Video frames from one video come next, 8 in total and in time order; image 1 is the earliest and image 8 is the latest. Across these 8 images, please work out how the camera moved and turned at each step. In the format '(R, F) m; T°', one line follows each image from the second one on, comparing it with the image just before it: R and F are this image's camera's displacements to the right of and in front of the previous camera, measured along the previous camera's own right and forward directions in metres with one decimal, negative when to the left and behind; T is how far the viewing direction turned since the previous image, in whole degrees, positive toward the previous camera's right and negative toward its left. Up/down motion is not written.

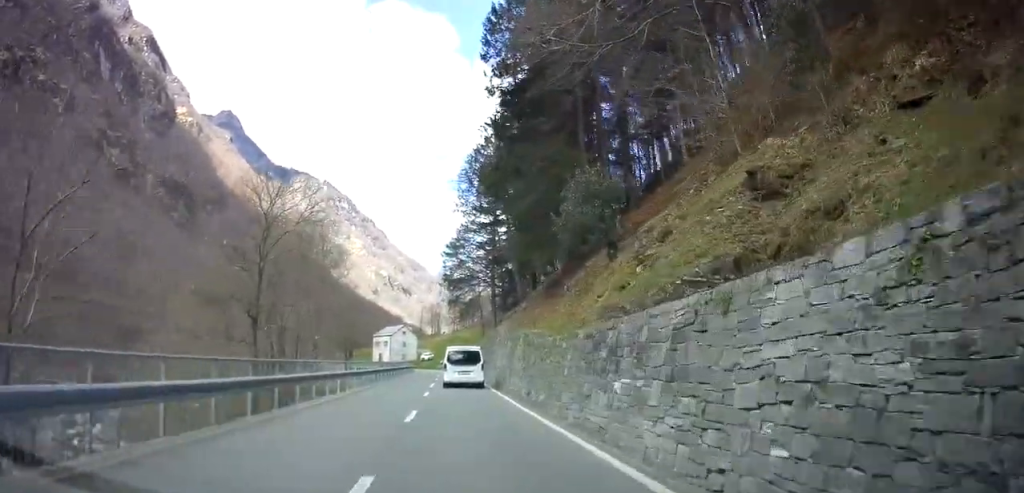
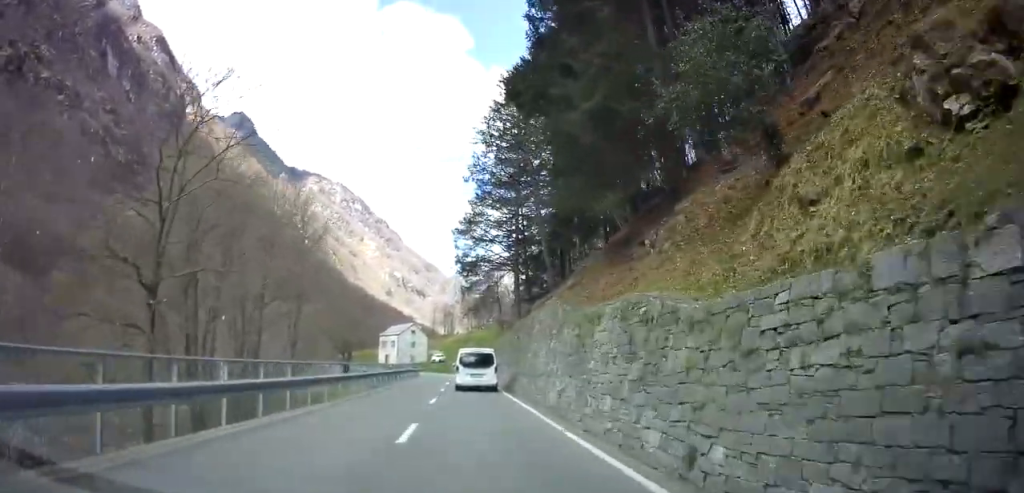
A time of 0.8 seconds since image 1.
(-0.2, +11.6) m; -2°
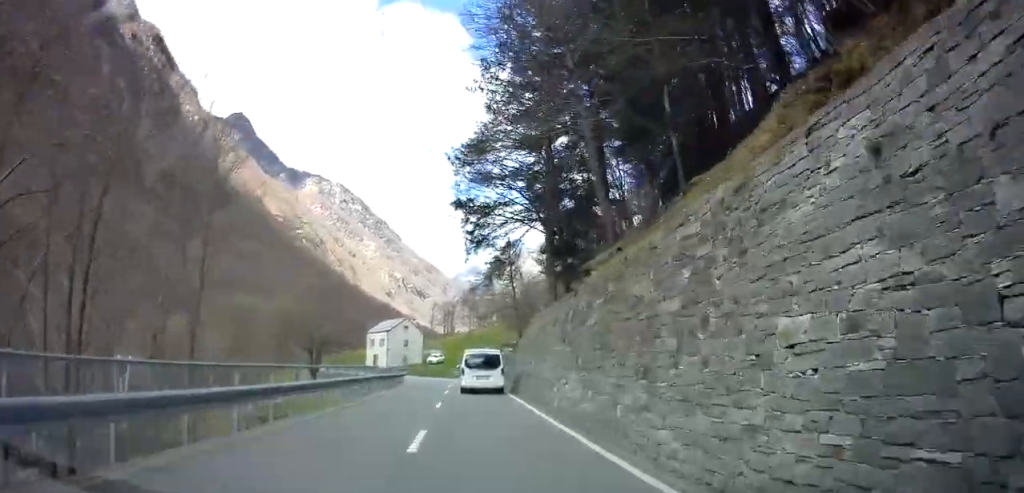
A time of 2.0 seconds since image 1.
(-0.2, +18.1) m; -1°
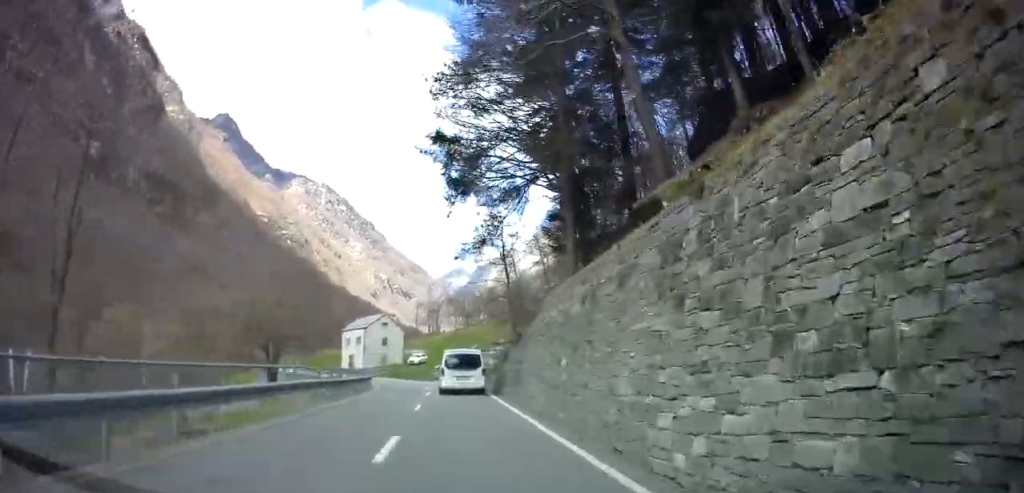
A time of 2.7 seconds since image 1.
(-0.1, +9.9) m; -1°
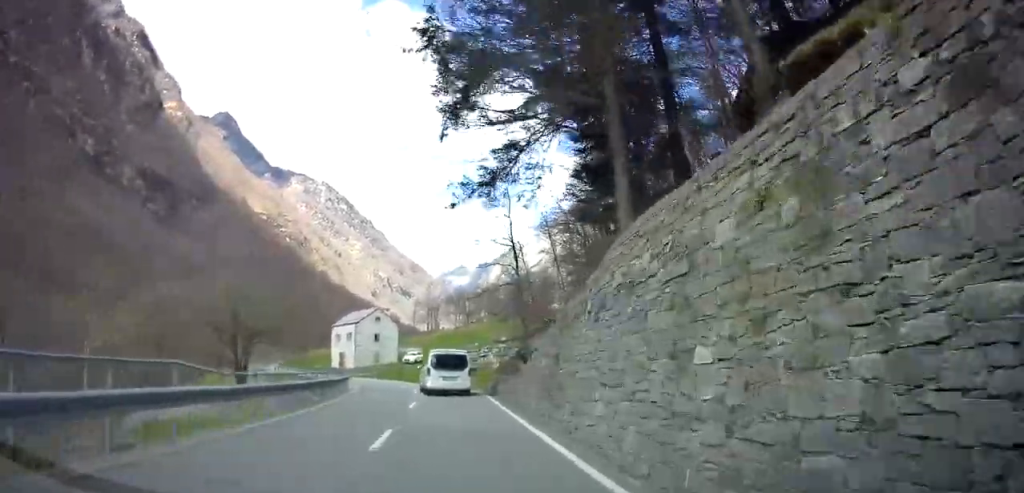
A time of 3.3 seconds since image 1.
(0.0, +7.9) m; 0°
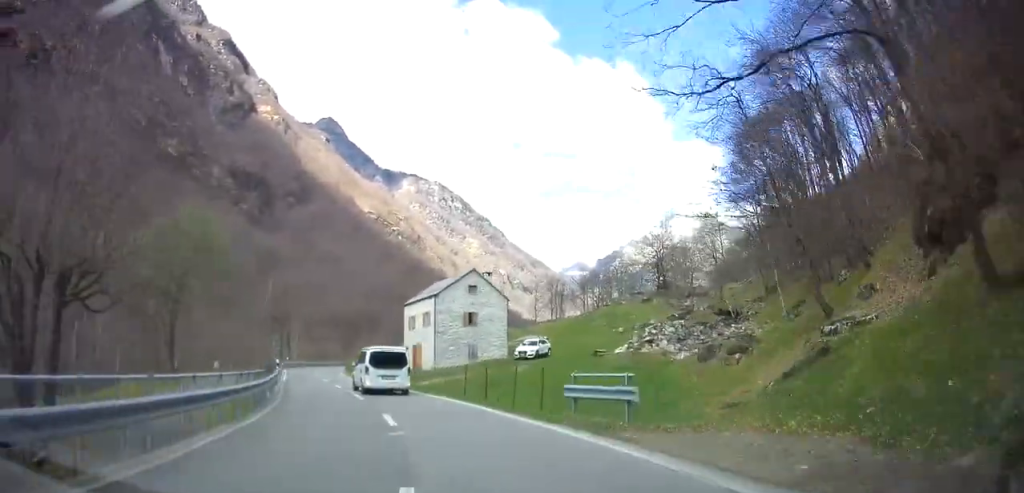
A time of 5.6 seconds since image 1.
(-1.3, +31.7) m; -8°
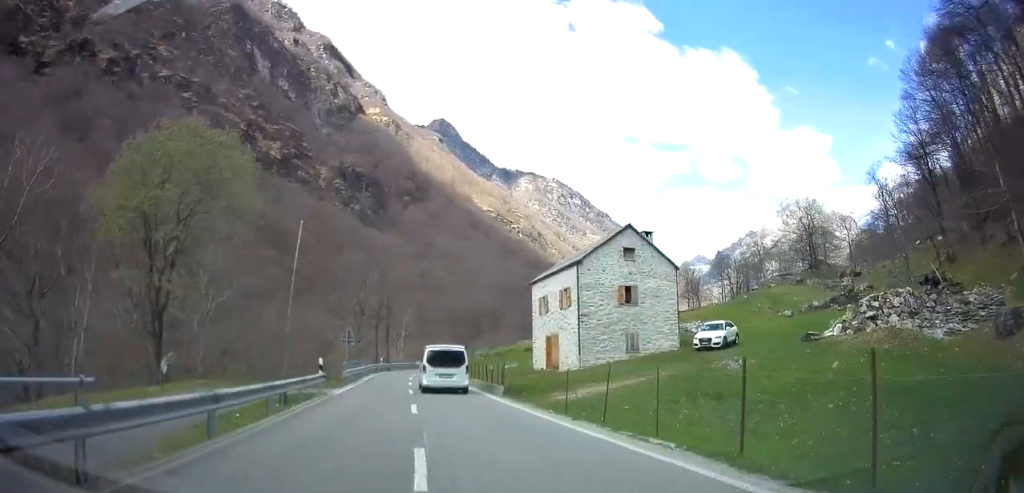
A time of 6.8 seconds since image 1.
(-1.1, +14.6) m; -9°
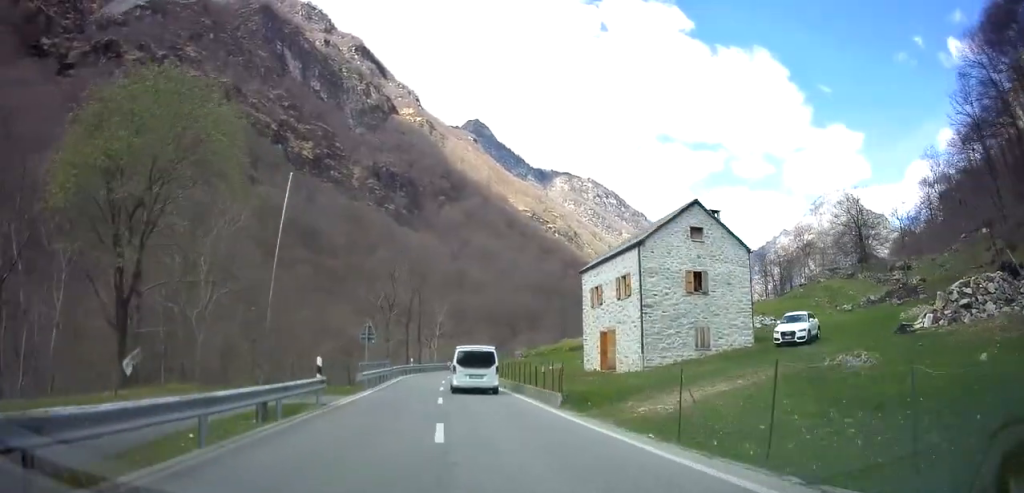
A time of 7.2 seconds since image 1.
(-0.2, +5.1) m; -3°
